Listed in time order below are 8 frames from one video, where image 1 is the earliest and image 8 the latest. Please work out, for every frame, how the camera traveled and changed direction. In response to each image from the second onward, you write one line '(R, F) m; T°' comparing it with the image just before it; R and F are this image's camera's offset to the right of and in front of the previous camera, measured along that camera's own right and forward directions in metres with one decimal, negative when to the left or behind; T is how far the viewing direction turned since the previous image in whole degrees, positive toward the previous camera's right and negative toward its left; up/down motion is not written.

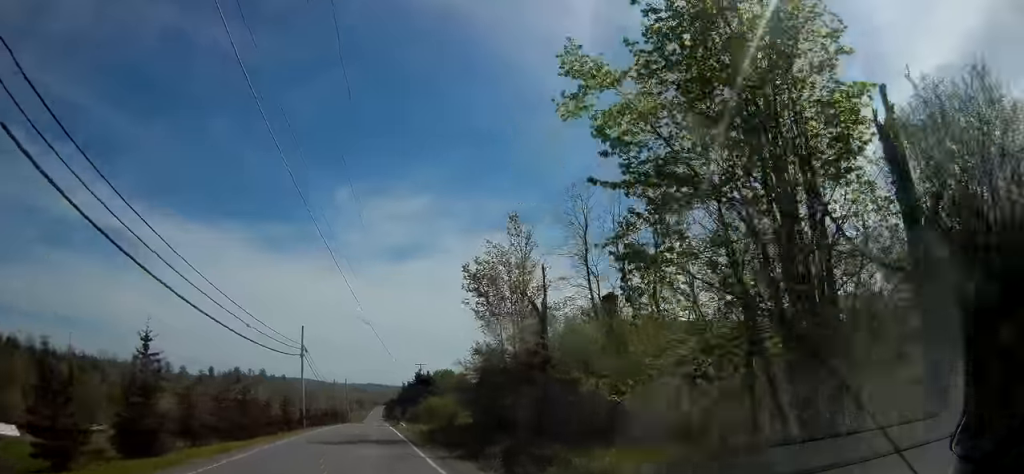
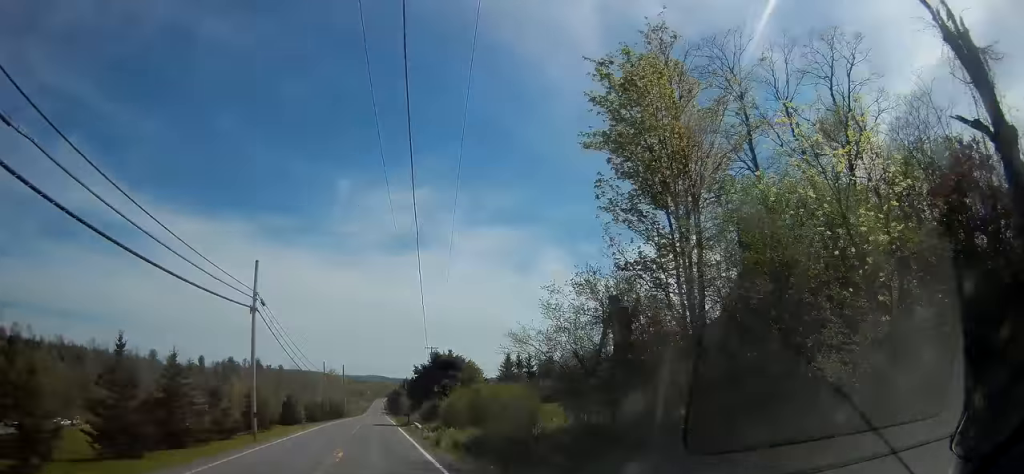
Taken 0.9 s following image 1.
(-0.3, +20.8) m; -1°
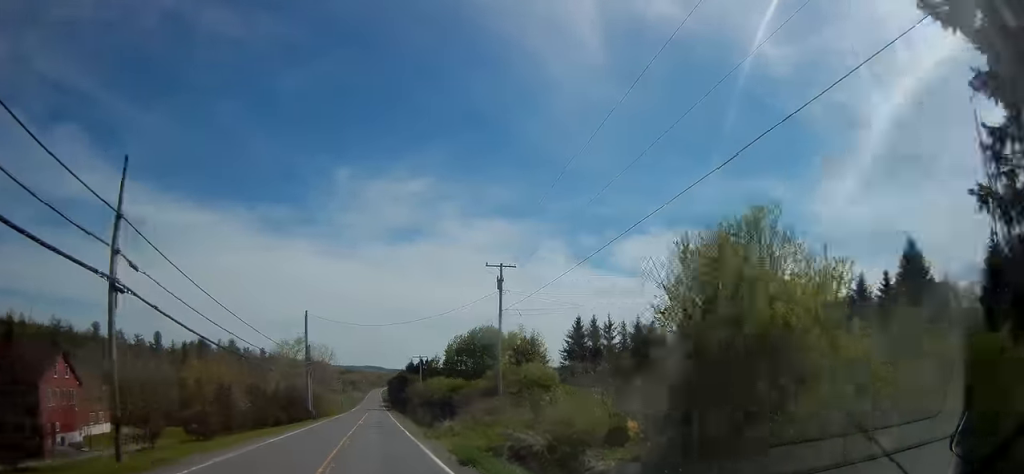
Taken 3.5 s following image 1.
(+0.6, +57.0) m; +1°
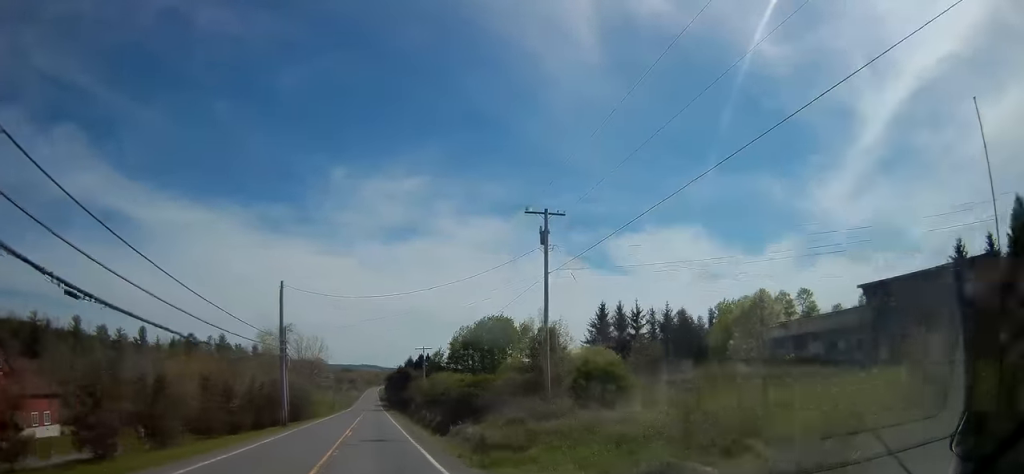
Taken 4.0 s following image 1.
(-0.1, +13.0) m; 0°
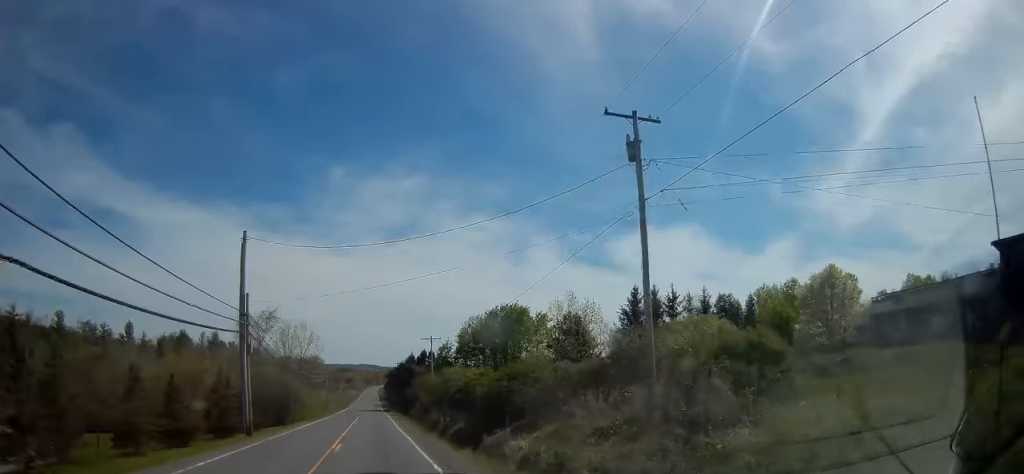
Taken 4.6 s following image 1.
(+0.2, +12.3) m; 0°
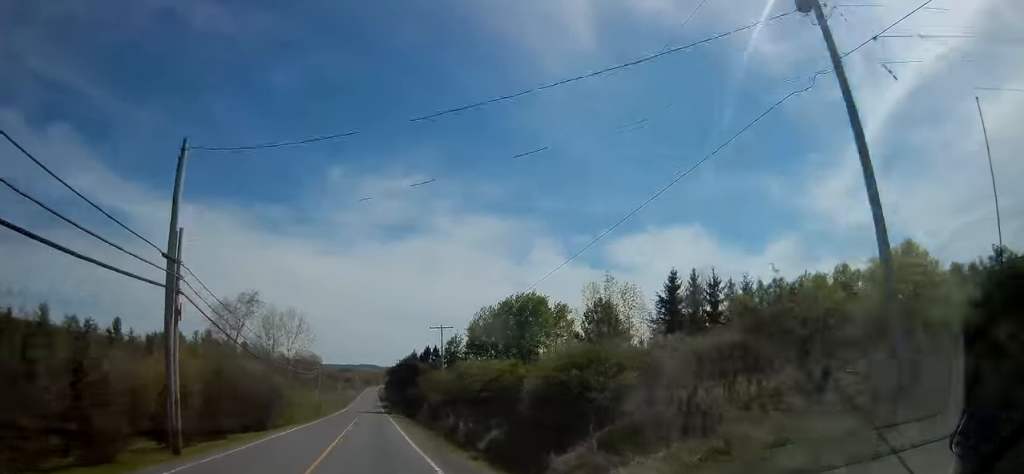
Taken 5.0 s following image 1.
(0.0, +10.8) m; 0°
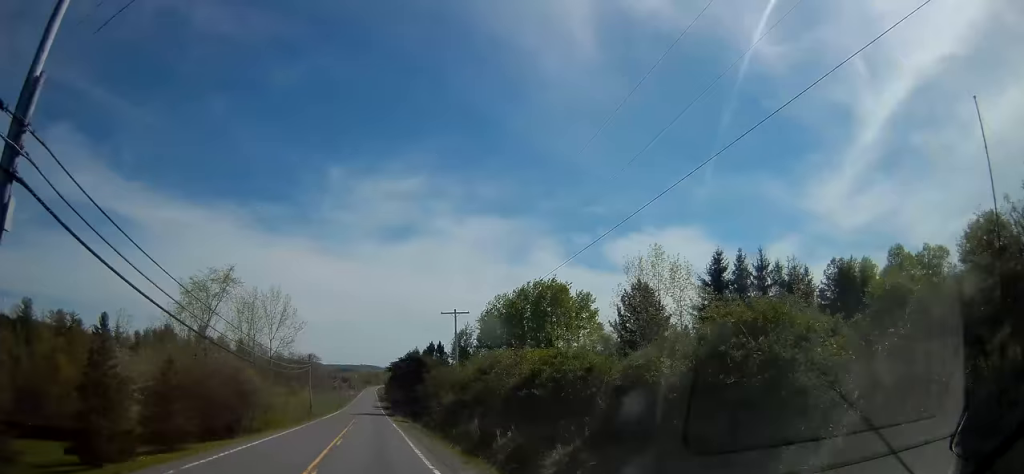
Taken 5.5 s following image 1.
(0.0, +10.0) m; 0°
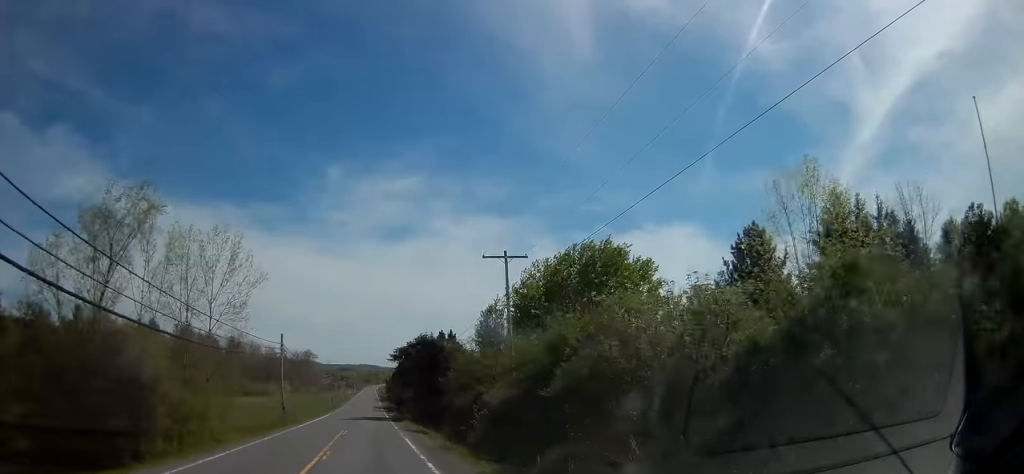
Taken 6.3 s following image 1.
(0.0, +18.7) m; 0°
